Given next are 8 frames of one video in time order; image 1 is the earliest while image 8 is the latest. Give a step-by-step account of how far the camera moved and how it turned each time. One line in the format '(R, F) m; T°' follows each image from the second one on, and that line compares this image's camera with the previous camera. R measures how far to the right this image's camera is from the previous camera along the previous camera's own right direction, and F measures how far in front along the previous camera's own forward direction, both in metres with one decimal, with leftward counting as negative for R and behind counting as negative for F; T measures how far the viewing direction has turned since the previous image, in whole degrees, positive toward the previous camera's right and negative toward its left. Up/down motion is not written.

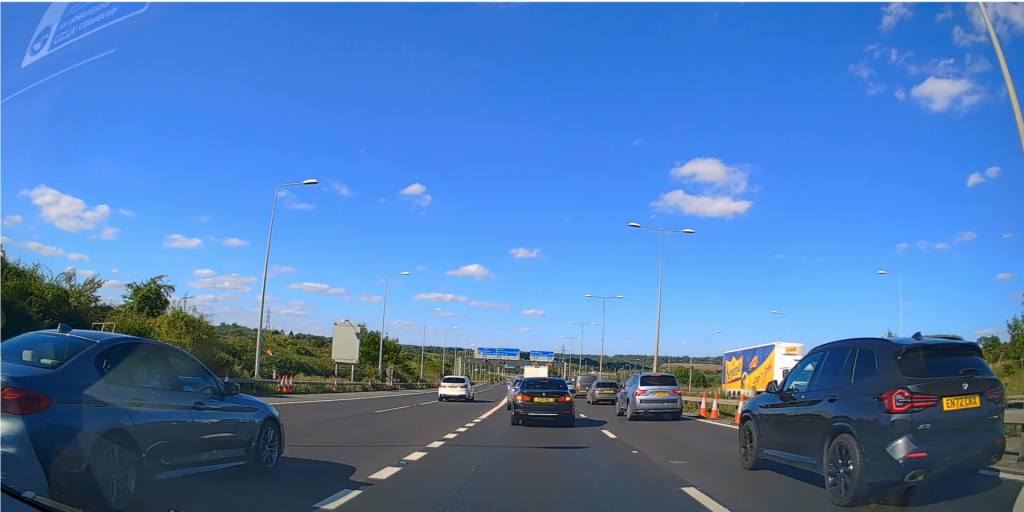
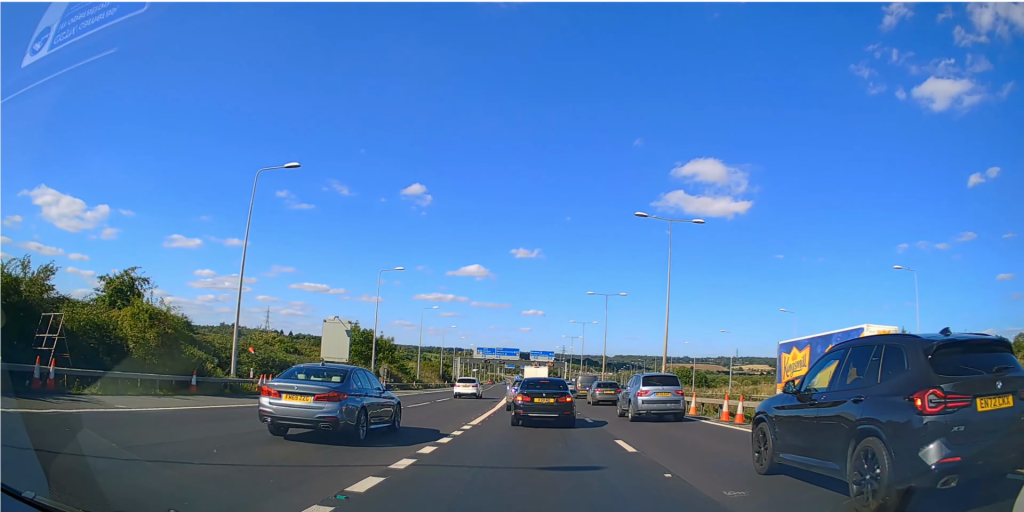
(0.0, +2.8) m; 0°
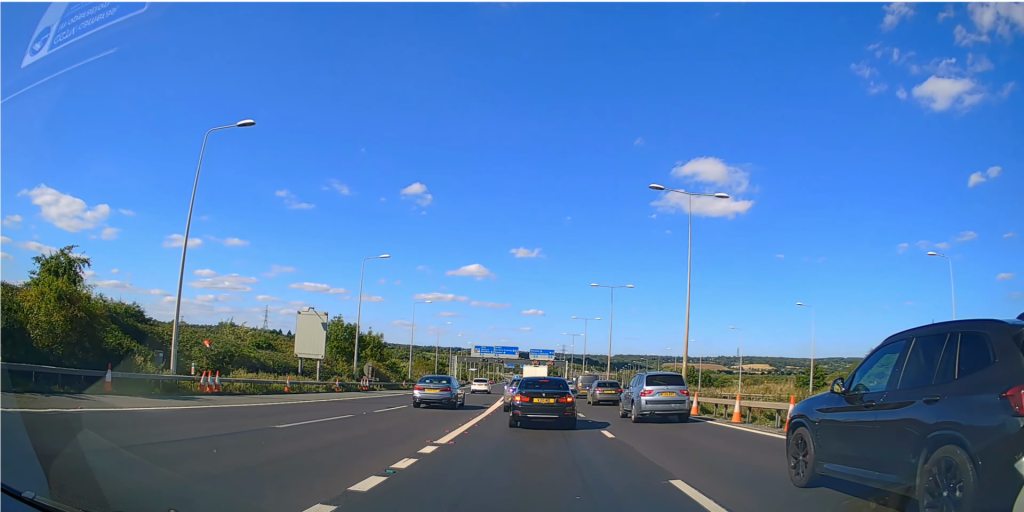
(0.0, +5.7) m; -1°
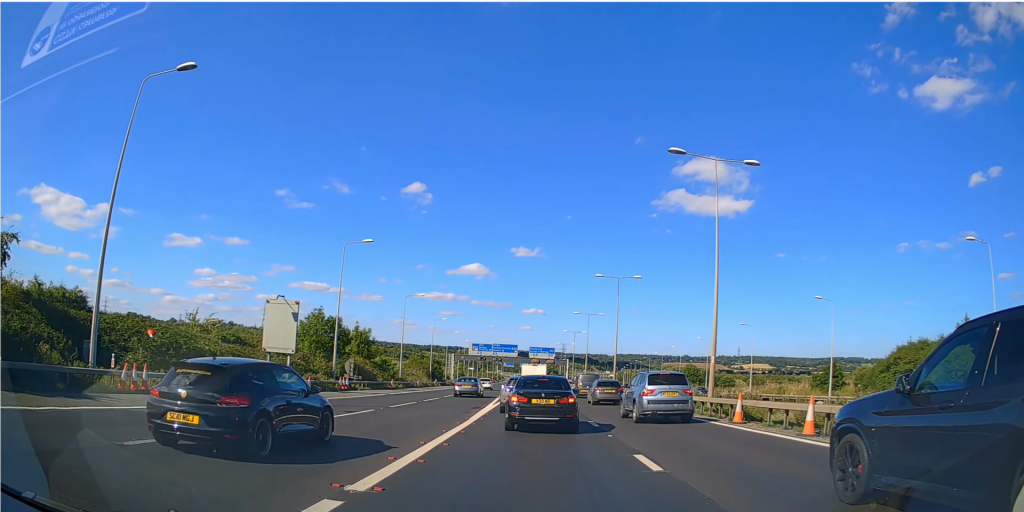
(-0.1, +5.9) m; 0°
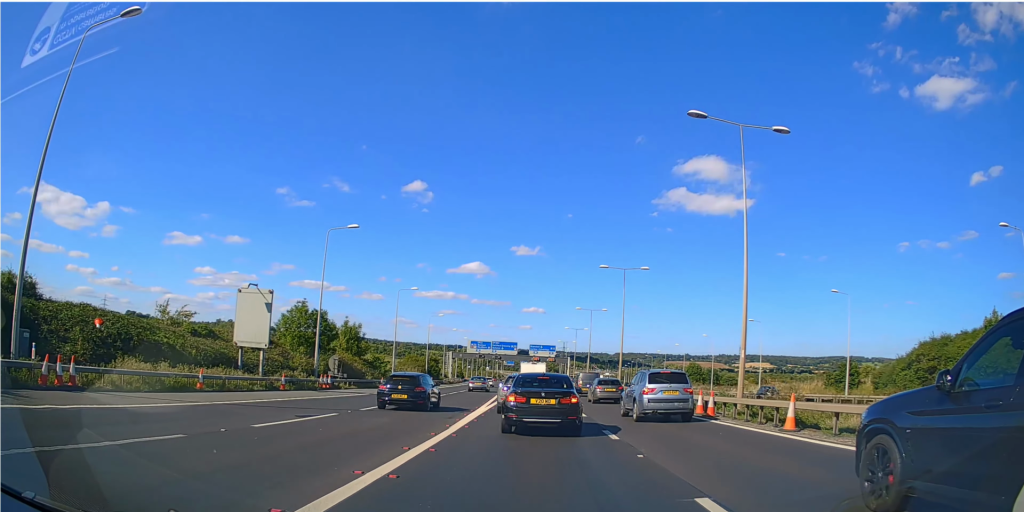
(+0.1, +4.3) m; +1°
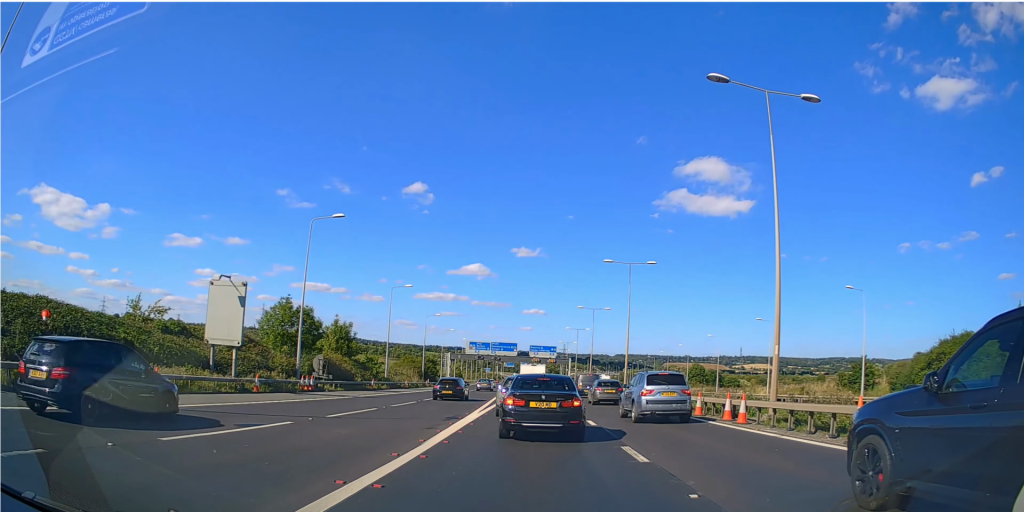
(0.0, +4.1) m; -1°
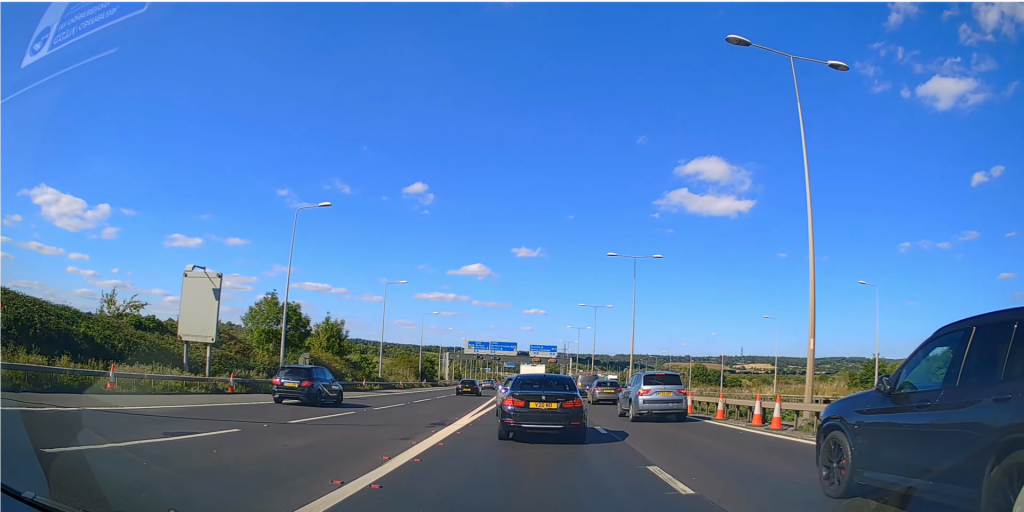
(0.0, +3.5) m; -1°
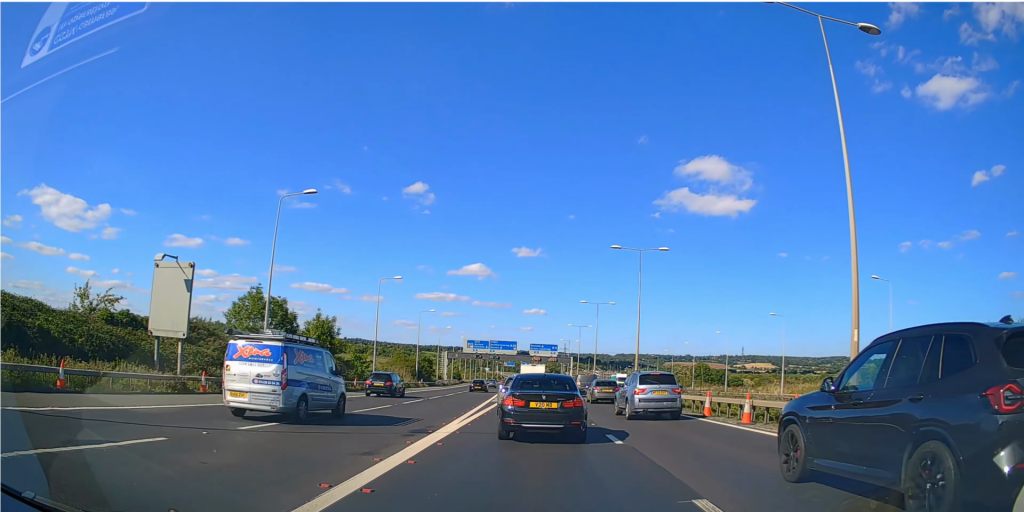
(-0.1, +3.4) m; -1°
